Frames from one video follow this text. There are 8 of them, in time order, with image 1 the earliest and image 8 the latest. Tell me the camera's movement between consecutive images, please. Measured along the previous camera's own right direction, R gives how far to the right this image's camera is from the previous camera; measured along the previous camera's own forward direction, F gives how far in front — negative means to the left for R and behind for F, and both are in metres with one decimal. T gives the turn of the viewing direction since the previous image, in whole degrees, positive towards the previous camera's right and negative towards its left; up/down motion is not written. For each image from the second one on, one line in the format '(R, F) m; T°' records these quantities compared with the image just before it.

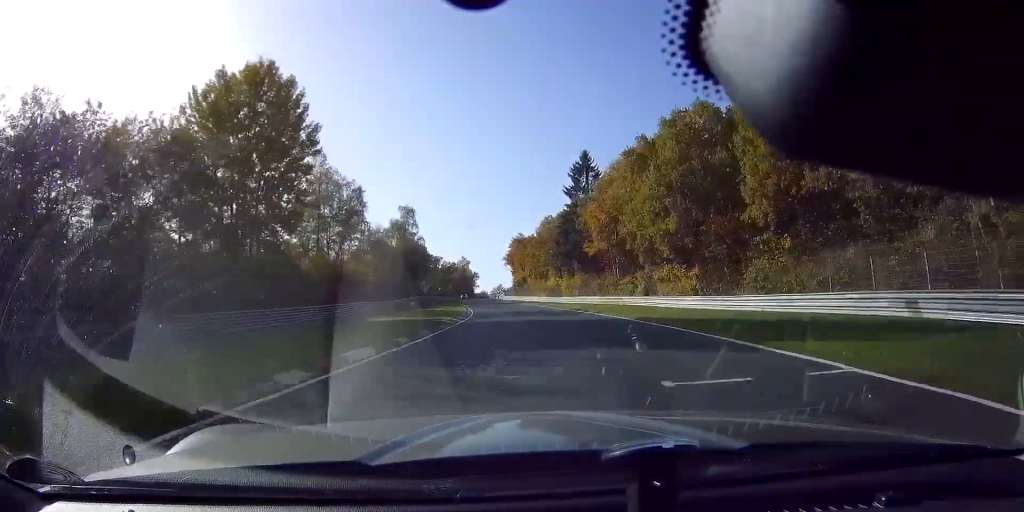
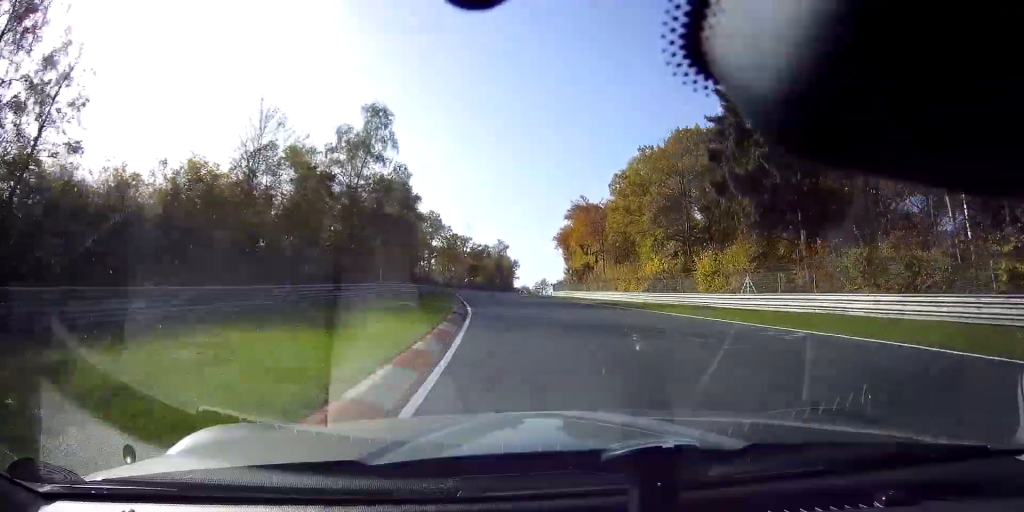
(-2.0, +48.5) m; -4°
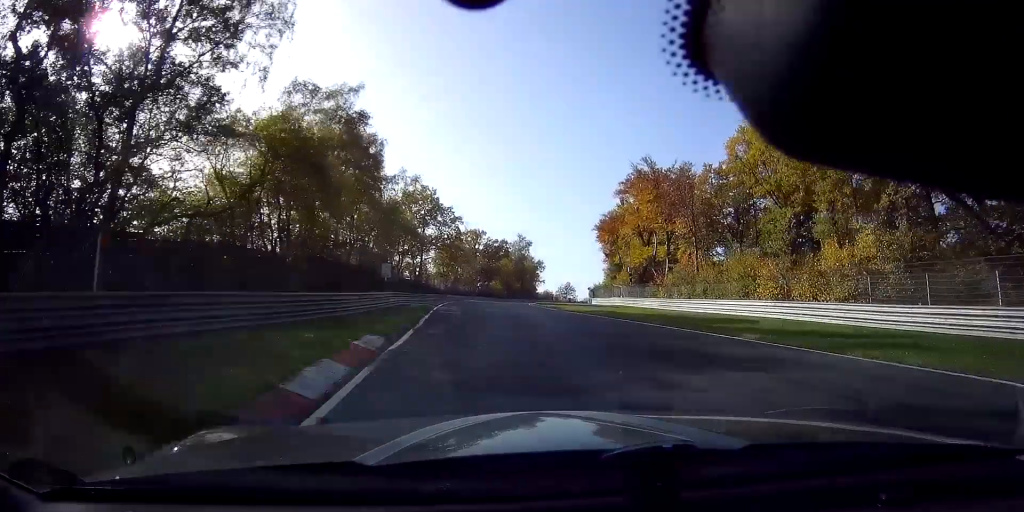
(-0.6, +31.4) m; -1°
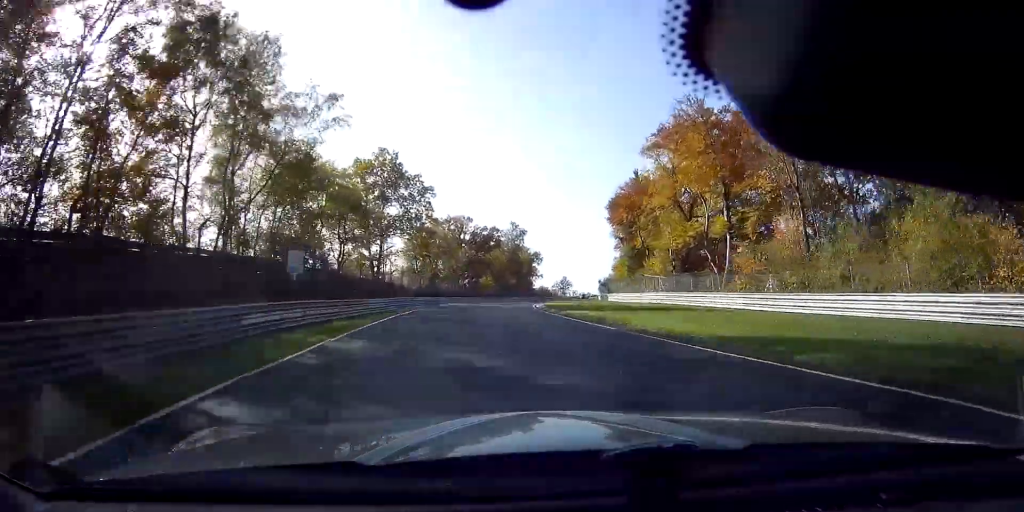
(-0.2, +19.4) m; +1°
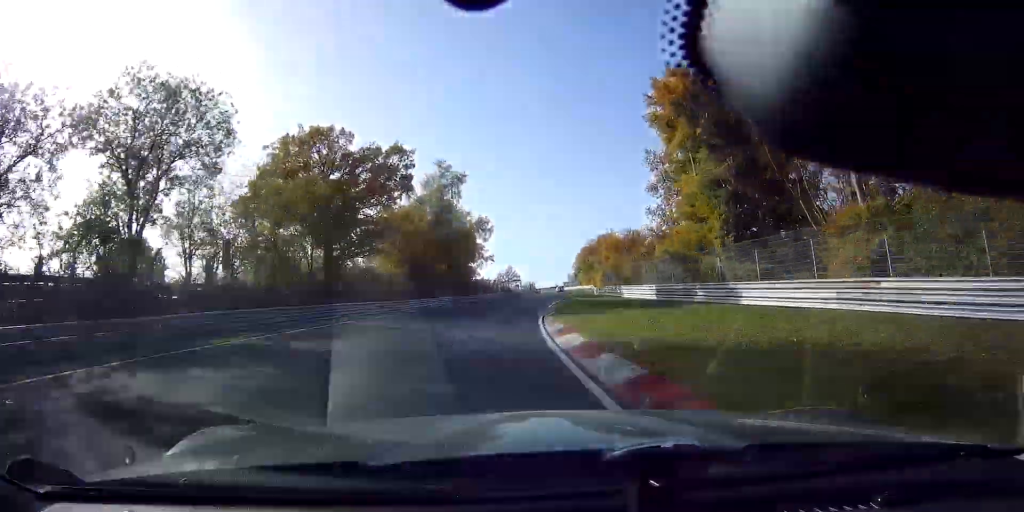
(+2.0, +52.3) m; +7°
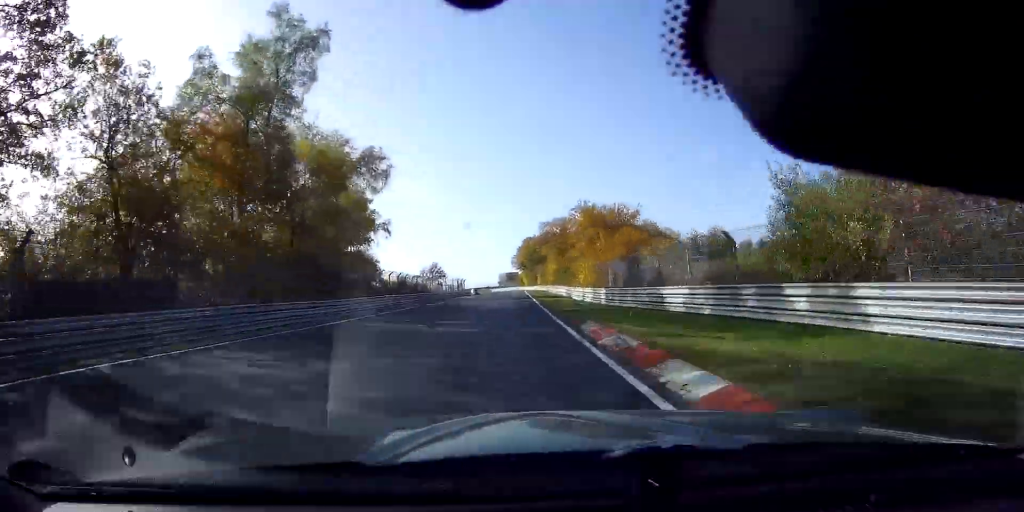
(+2.2, +36.5) m; +6°
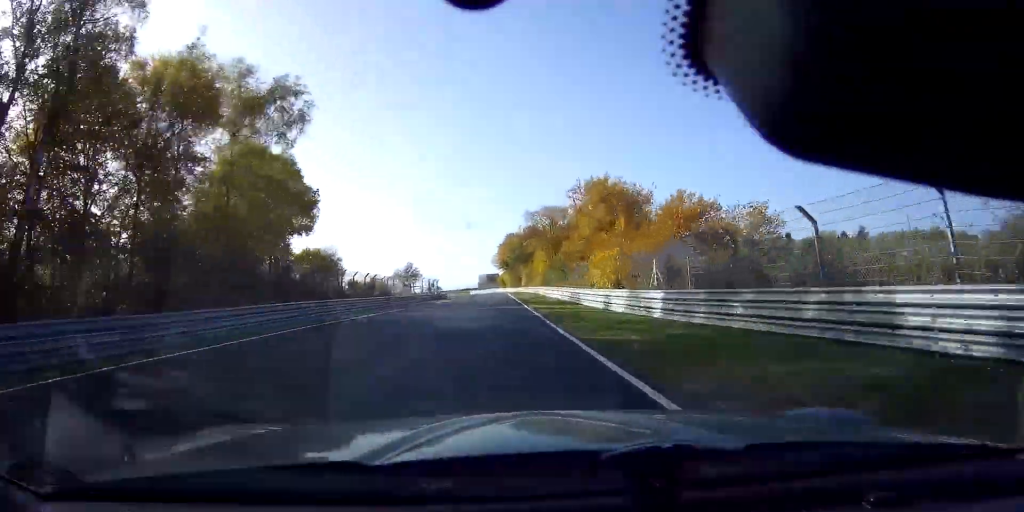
(+0.6, +14.2) m; +1°
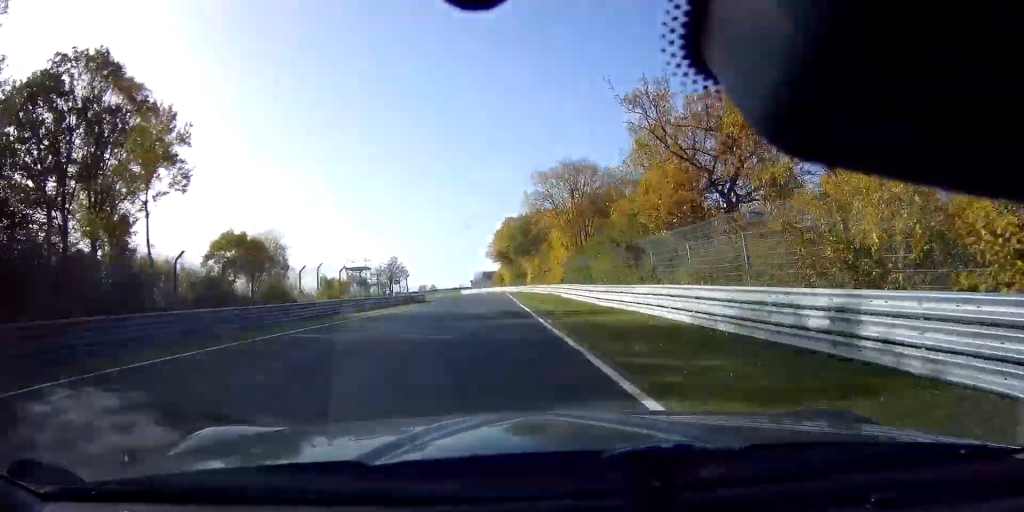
(+0.6, +26.4) m; +1°
